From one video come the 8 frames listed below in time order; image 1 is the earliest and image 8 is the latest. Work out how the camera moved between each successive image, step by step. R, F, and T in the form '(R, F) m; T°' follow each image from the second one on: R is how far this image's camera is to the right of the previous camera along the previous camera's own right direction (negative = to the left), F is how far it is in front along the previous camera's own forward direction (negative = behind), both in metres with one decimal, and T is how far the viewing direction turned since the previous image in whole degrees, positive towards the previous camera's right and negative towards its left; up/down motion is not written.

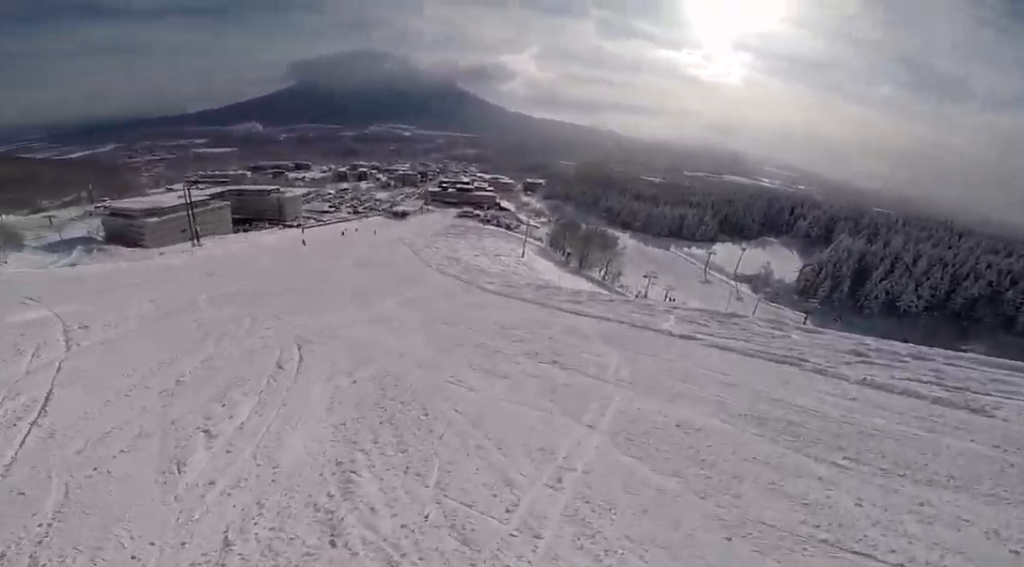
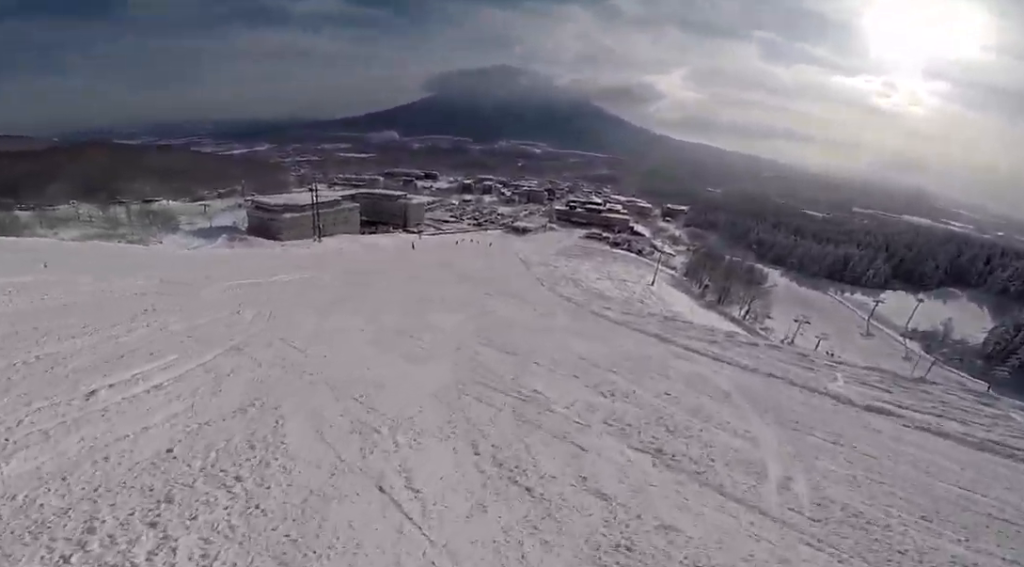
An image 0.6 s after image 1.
(-0.4, +2.8) m; -12°
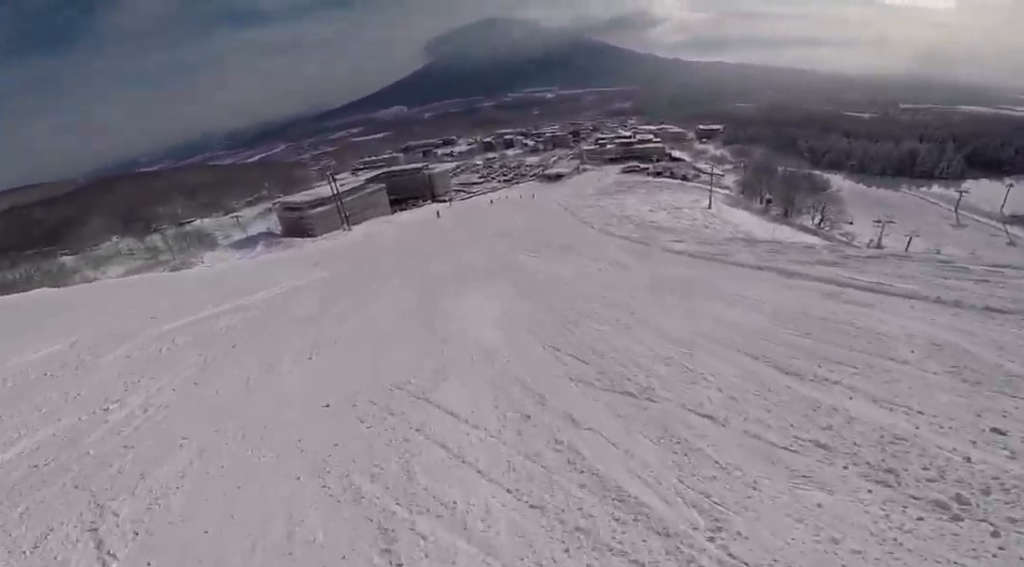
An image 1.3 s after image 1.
(-0.7, +3.5) m; -11°
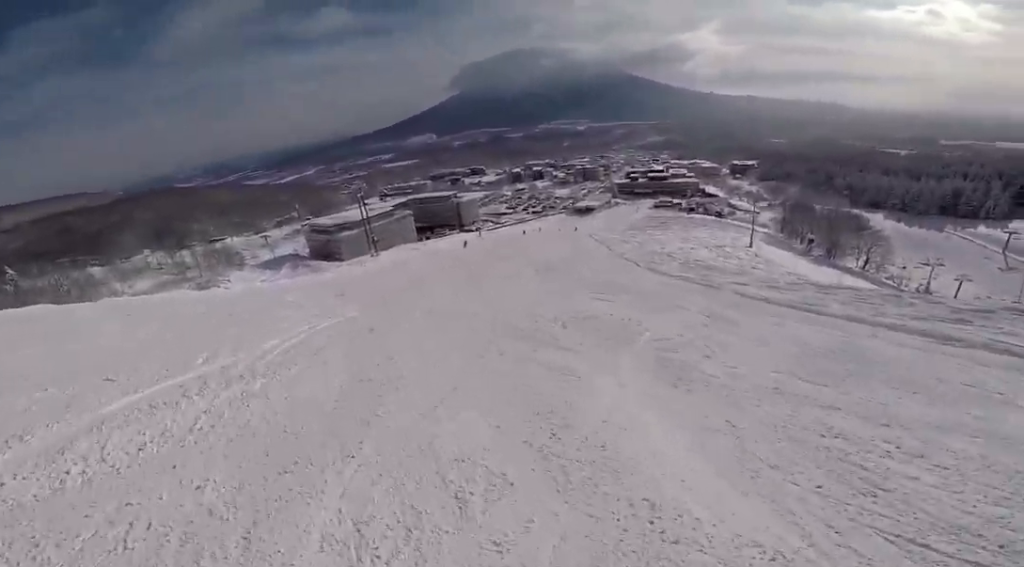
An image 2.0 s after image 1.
(-0.1, +3.2) m; +3°
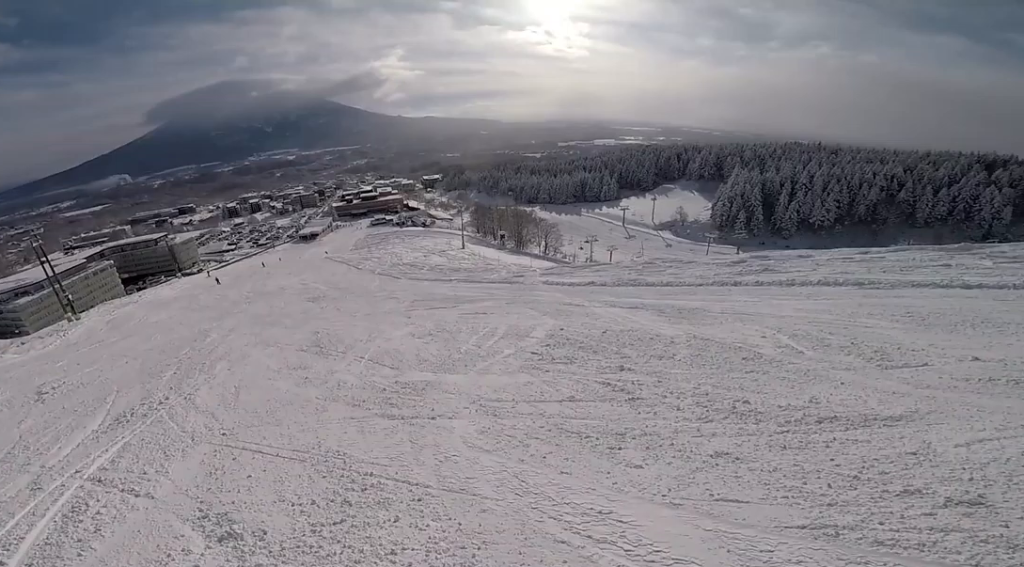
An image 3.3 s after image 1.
(+0.7, +6.3) m; +31°
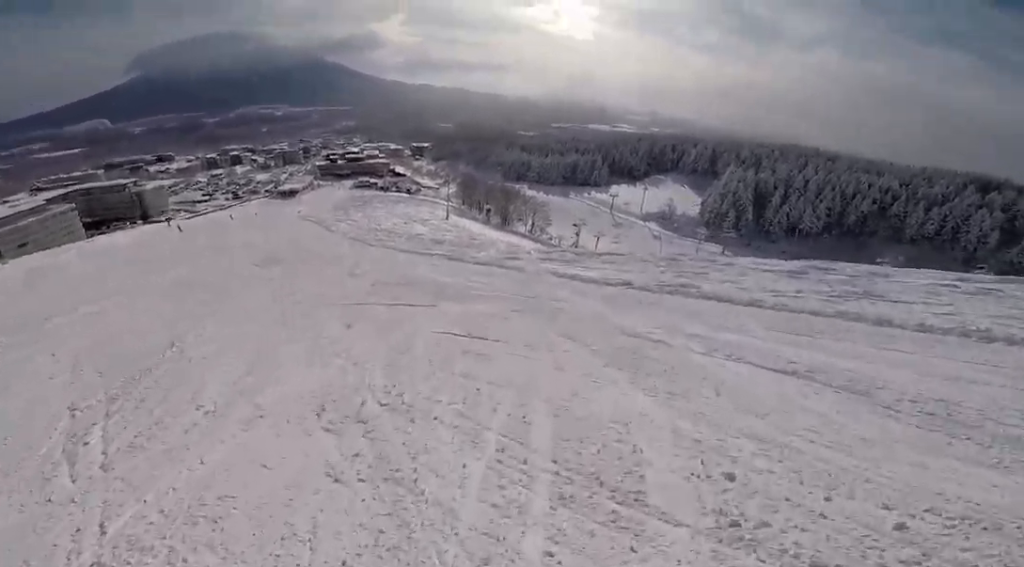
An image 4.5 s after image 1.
(+2.0, +6.2) m; +9°
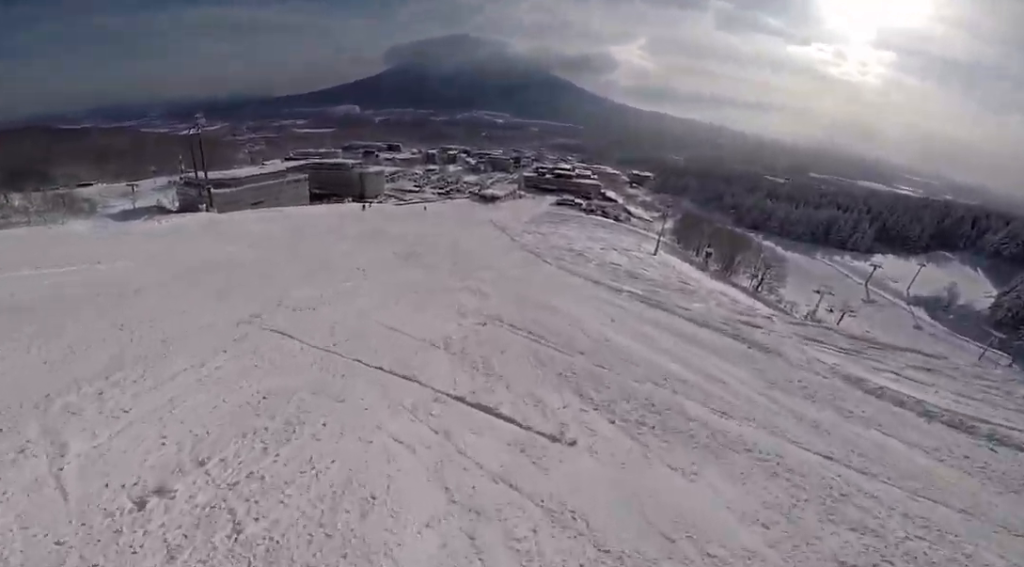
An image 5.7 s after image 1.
(-1.4, +5.6) m; -37°
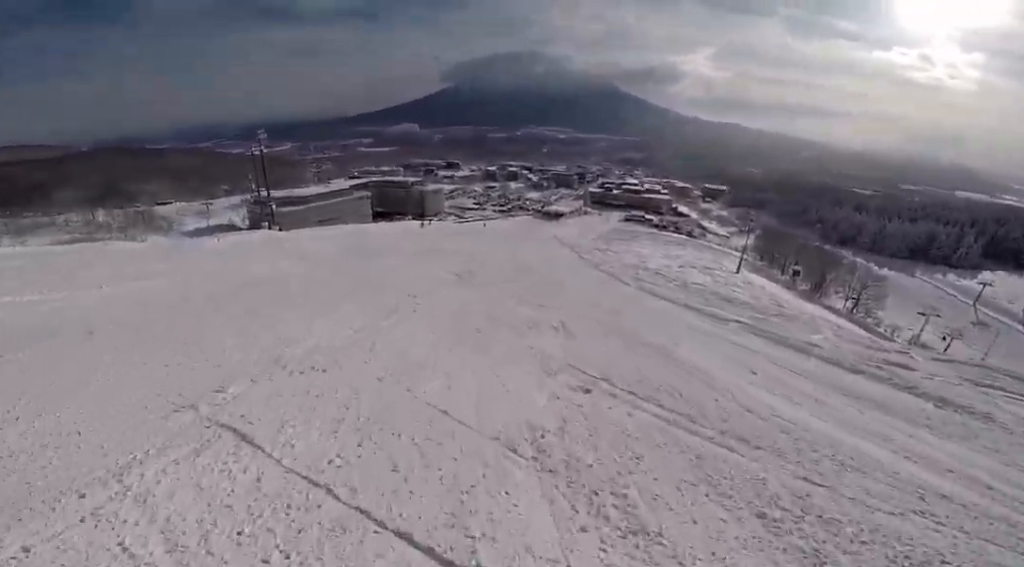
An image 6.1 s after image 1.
(-0.3, +2.4) m; -17°
